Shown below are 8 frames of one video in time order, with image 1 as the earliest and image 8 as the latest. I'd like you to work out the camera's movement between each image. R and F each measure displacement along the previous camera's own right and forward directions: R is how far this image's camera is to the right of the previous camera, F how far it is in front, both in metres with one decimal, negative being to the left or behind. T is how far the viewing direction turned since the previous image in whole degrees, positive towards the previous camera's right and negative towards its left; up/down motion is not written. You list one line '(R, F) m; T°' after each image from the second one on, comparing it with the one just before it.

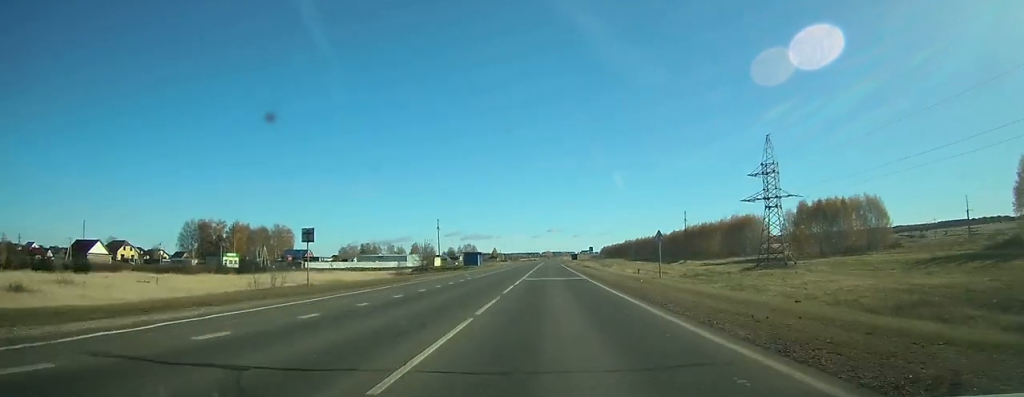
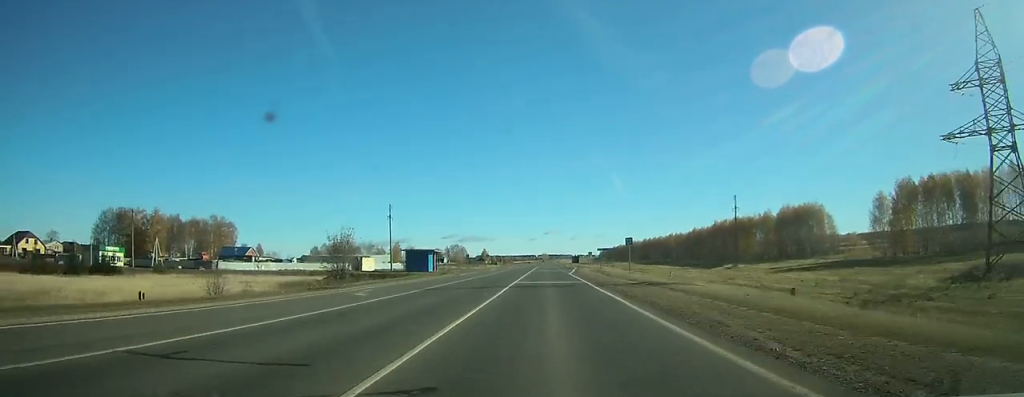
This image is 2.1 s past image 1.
(0.0, +53.5) m; 0°
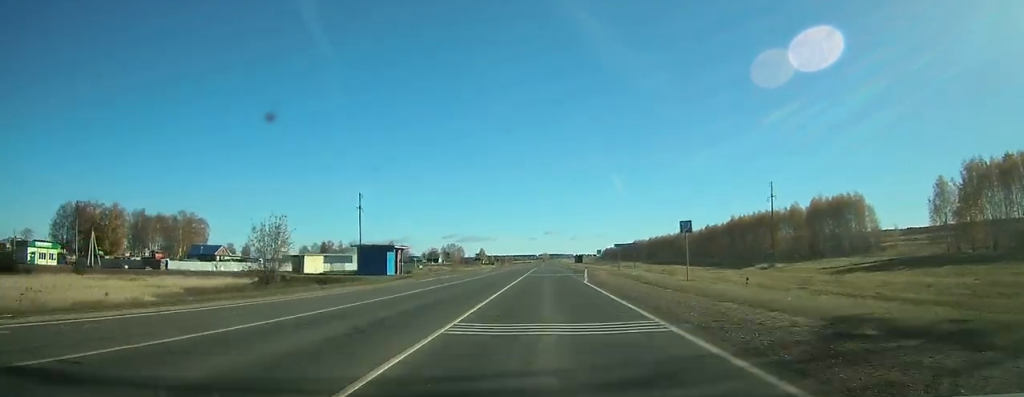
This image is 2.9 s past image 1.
(+0.1, +22.4) m; 0°
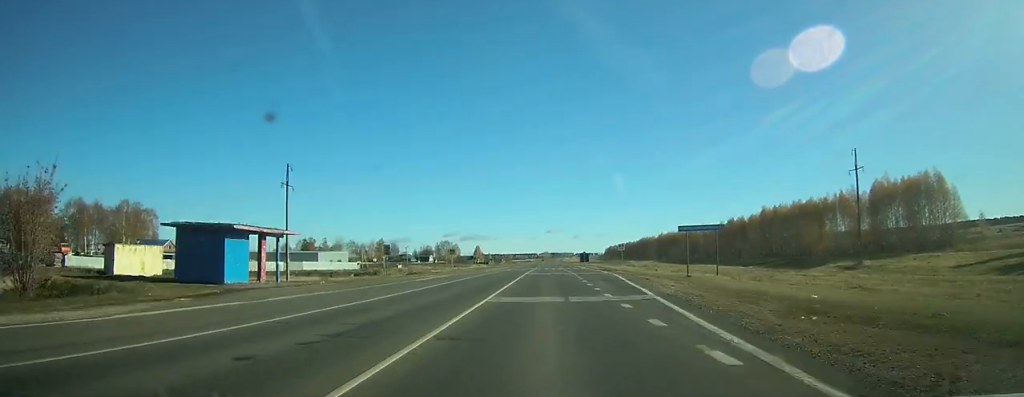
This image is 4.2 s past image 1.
(0.0, +32.8) m; 0°
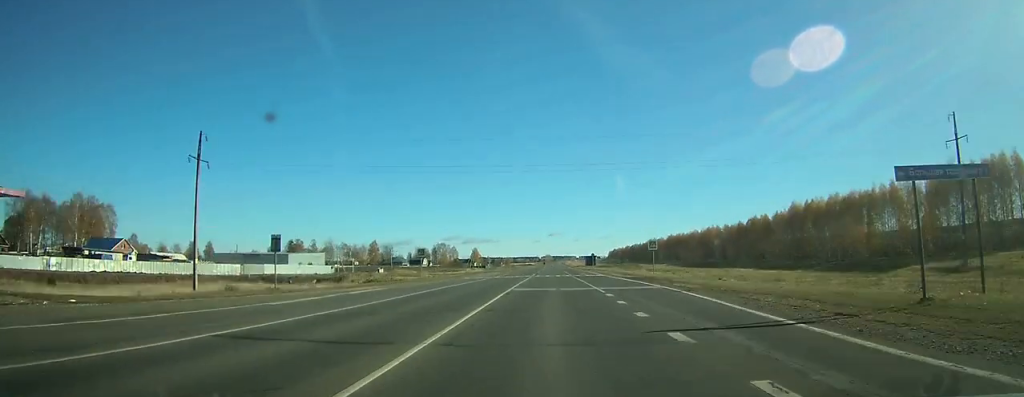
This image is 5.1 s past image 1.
(0.0, +22.5) m; 0°
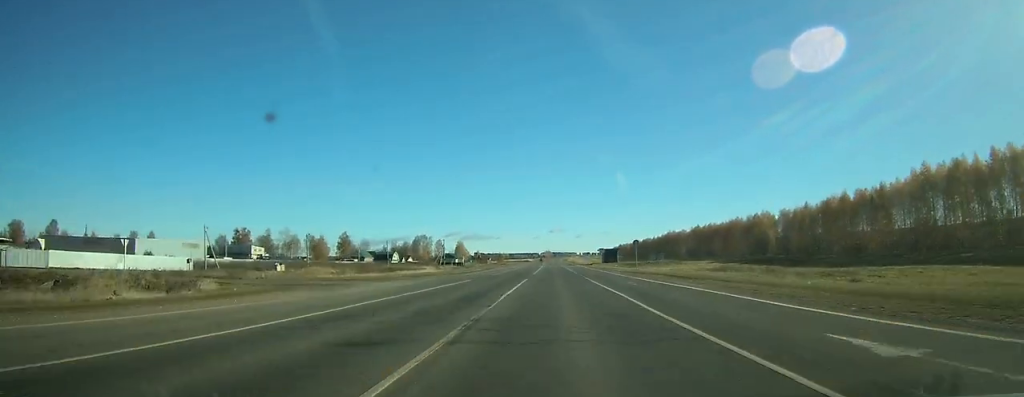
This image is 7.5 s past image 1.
(-0.2, +62.5) m; 0°
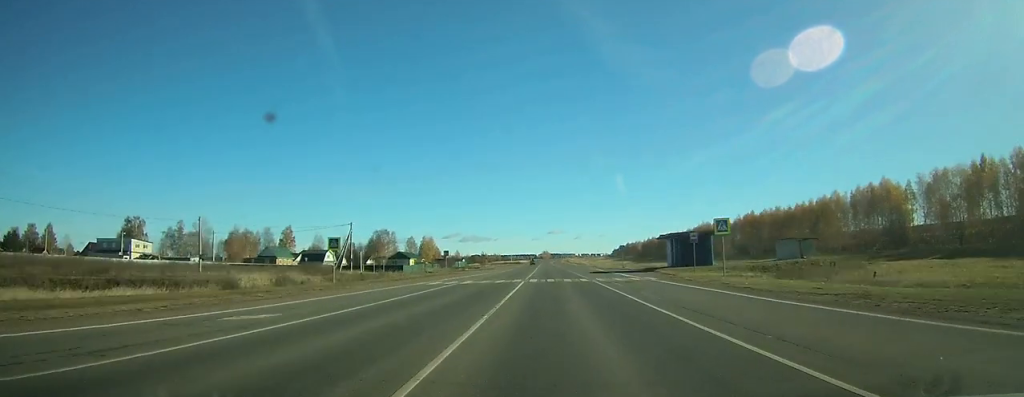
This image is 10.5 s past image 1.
(+0.3, +78.5) m; 0°
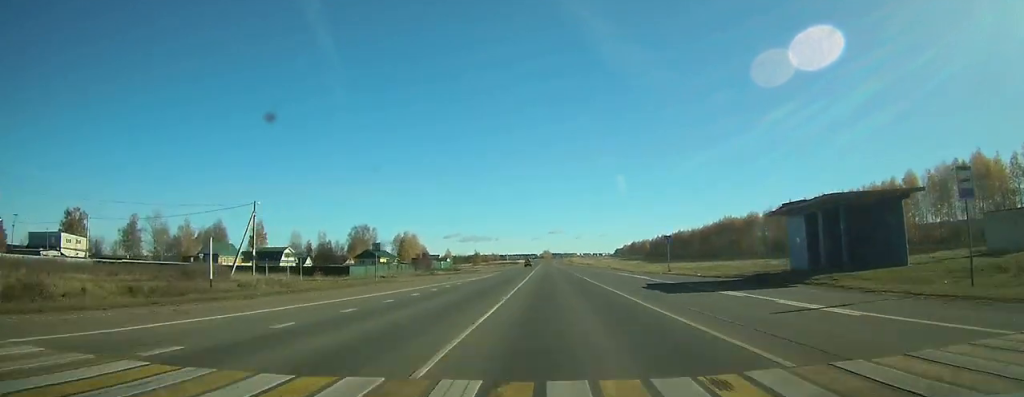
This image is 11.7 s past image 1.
(0.0, +31.4) m; 0°
